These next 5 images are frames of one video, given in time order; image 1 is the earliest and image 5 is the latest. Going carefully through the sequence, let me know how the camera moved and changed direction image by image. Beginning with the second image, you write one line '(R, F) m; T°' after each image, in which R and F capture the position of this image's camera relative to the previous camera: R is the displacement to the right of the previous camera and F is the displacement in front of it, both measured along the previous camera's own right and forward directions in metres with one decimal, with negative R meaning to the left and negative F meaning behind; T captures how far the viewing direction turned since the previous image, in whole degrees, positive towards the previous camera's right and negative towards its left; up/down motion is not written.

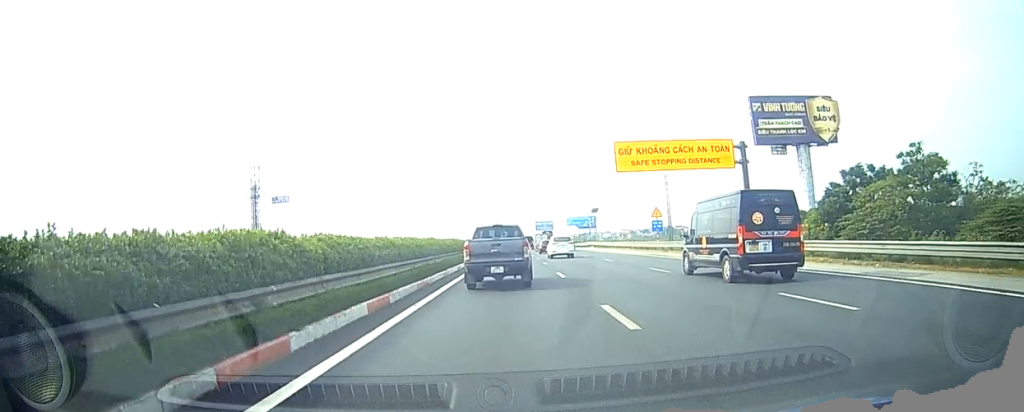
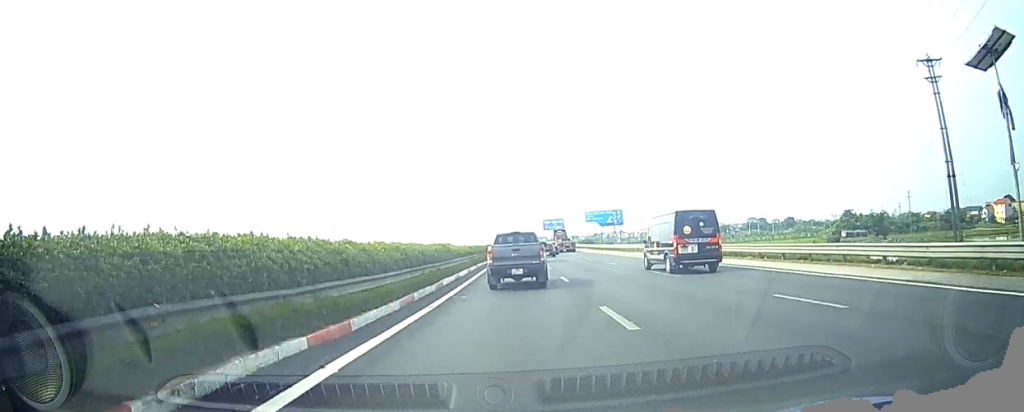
(+2.7, +95.9) m; +2°
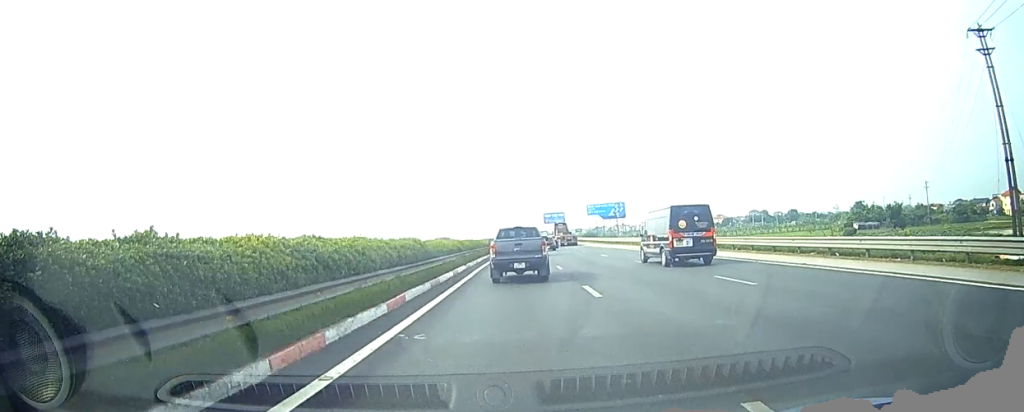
(0.0, +7.8) m; 0°
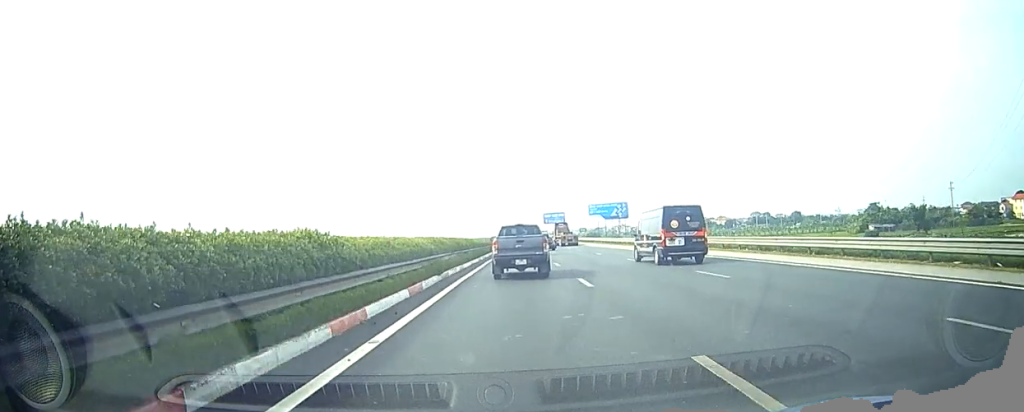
(0.0, +10.1) m; 0°
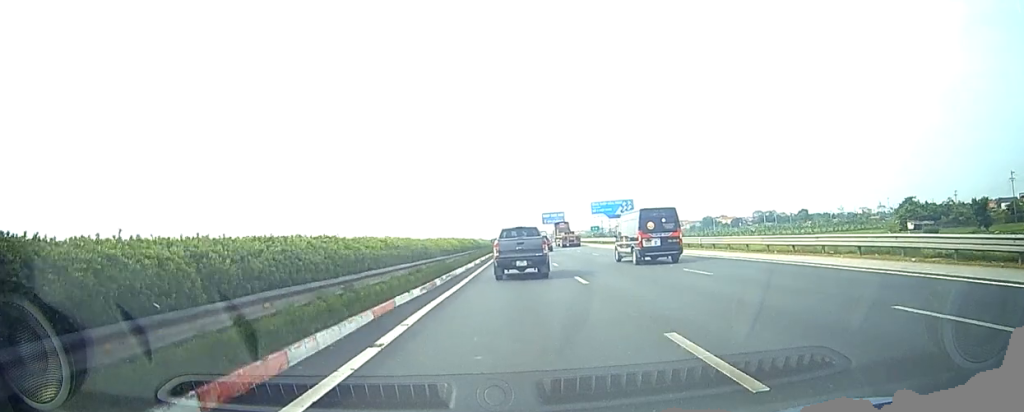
(0.0, +22.0) m; -1°
